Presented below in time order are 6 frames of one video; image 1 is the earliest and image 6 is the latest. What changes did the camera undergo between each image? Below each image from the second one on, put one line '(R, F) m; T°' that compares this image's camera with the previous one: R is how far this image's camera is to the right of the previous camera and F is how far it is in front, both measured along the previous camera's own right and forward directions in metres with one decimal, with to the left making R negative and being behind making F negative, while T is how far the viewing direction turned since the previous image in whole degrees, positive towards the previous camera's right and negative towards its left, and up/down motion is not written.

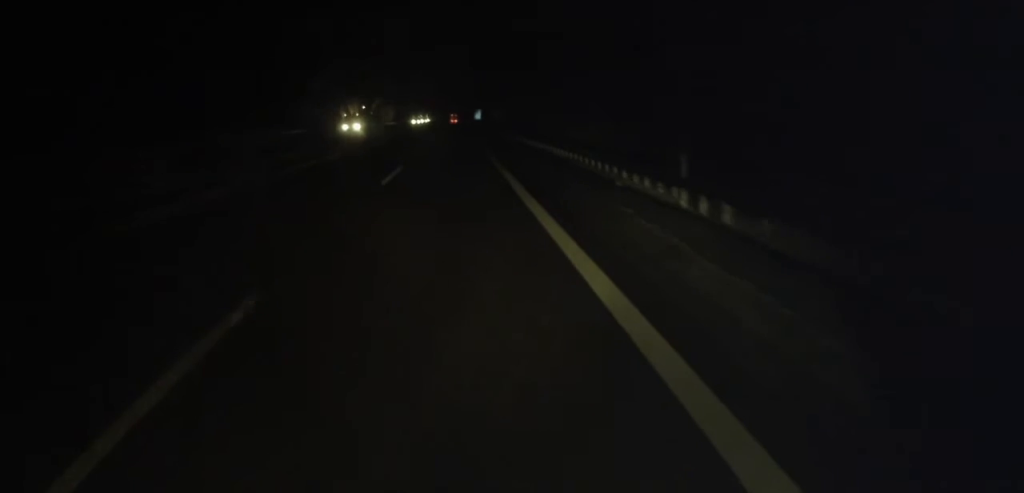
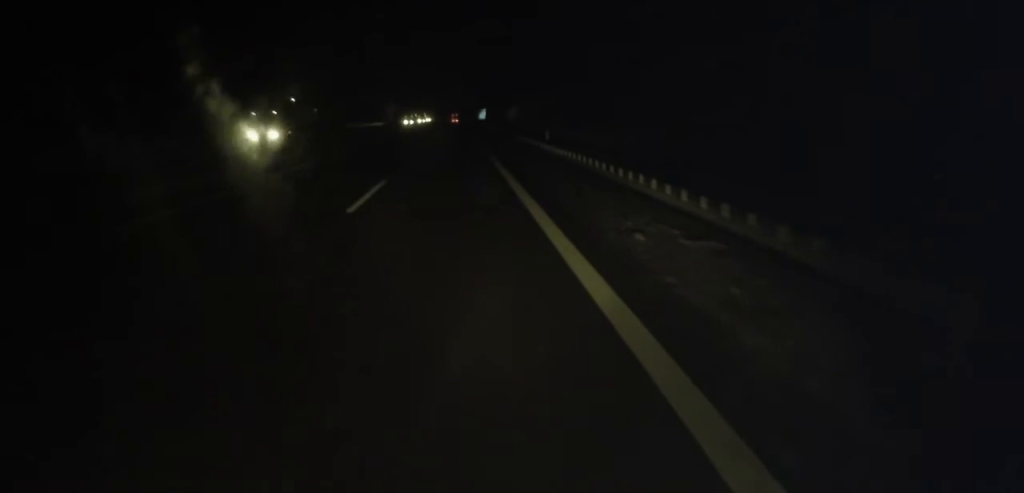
(+0.4, +23.3) m; 0°
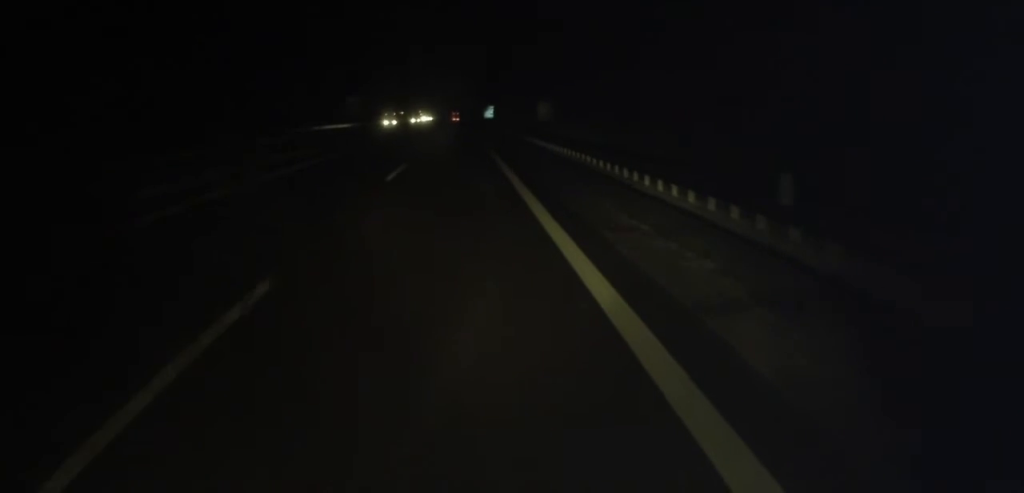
(-0.2, +29.6) m; 0°
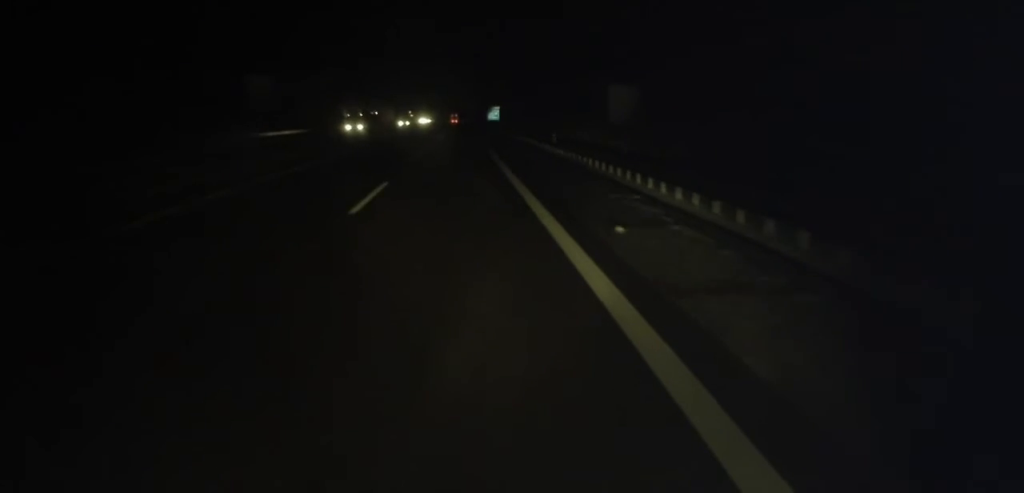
(0.0, +24.1) m; -1°
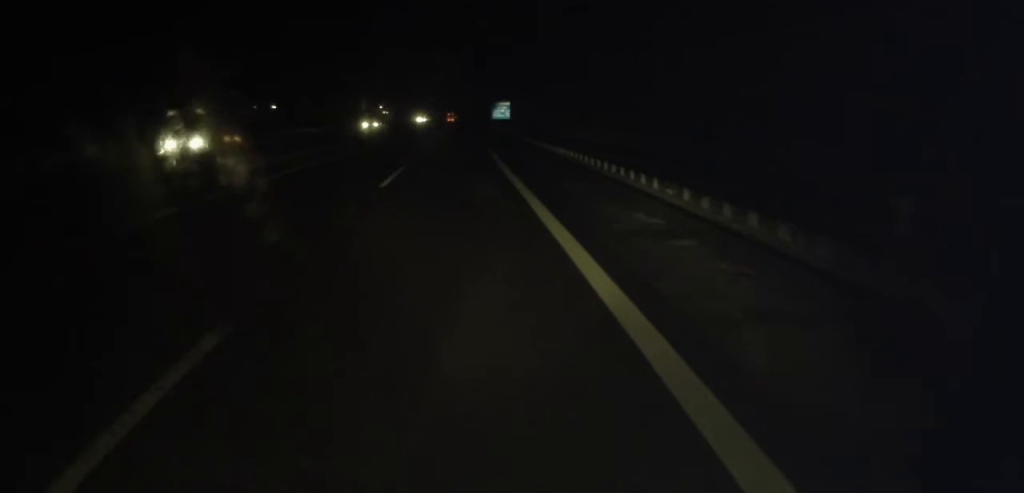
(-0.4, +31.2) m; 0°
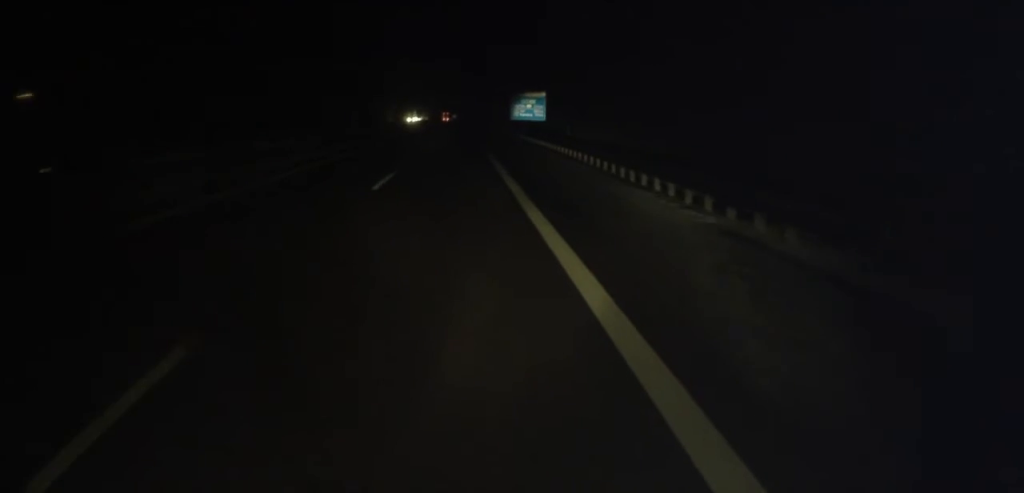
(0.0, +53.7) m; -1°
